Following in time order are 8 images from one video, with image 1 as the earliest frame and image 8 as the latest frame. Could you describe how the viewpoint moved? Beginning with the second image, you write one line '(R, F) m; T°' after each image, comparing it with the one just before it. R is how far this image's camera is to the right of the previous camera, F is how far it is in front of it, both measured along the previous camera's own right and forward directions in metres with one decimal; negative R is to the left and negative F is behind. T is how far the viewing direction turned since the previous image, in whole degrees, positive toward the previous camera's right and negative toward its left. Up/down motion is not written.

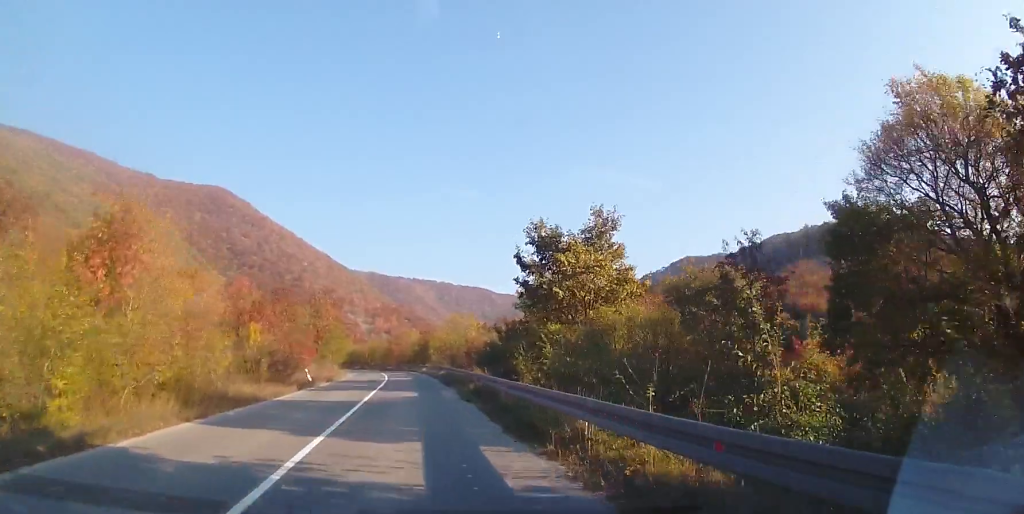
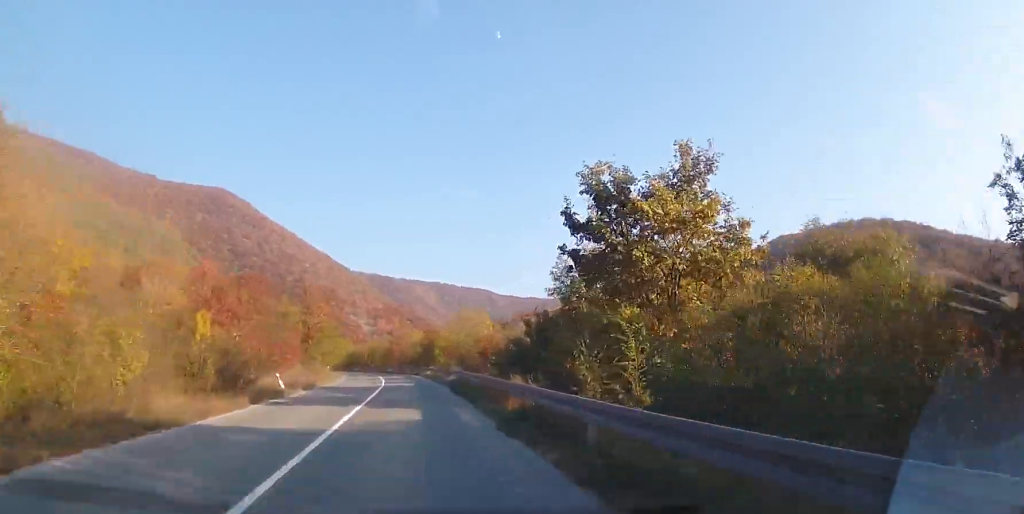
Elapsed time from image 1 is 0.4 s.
(-0.1, +8.1) m; -1°
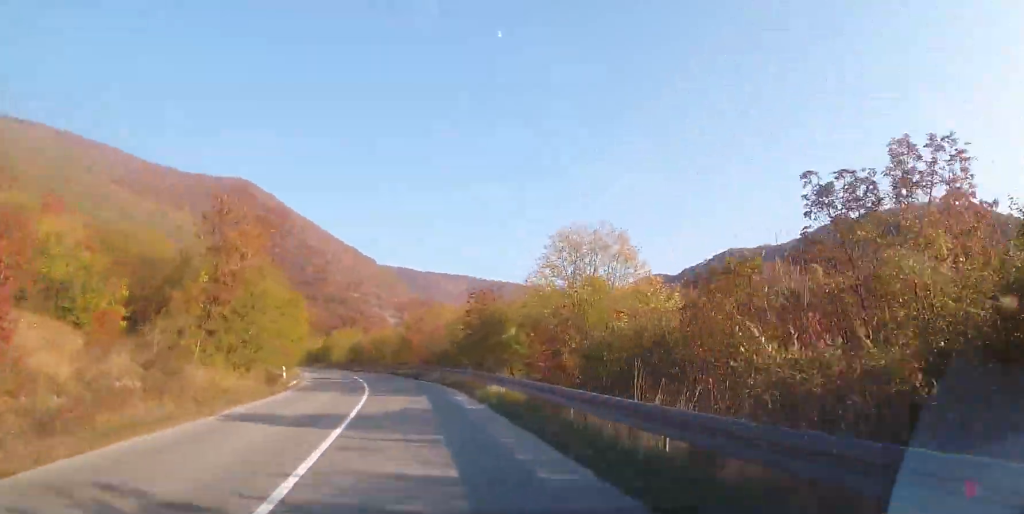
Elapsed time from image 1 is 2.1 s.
(-1.1, +34.1) m; -4°
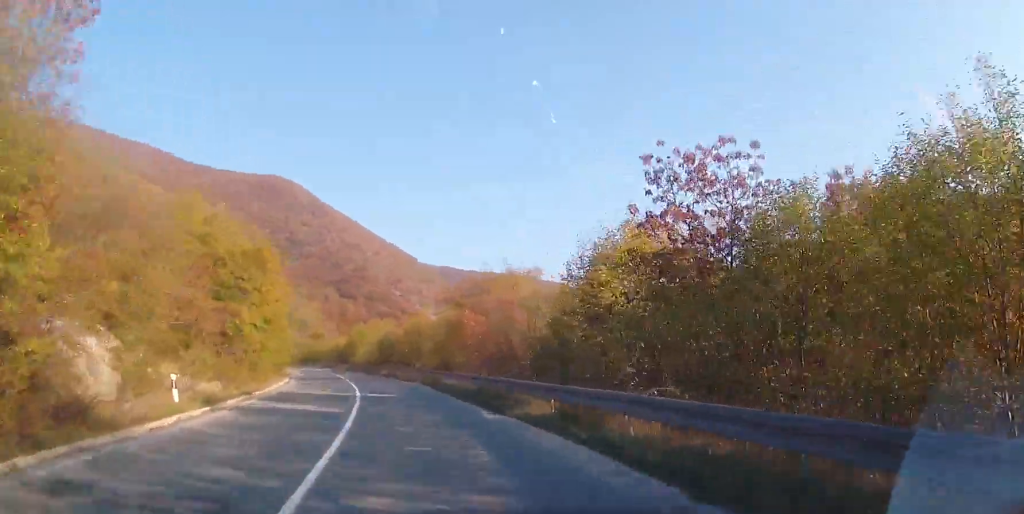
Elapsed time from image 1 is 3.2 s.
(-0.5, +21.6) m; -3°
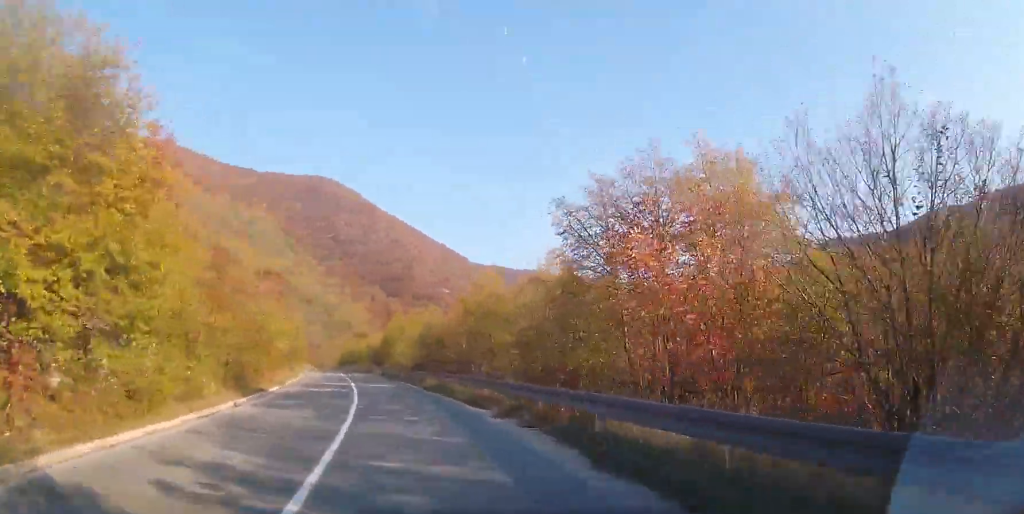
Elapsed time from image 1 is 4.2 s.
(-0.6, +18.9) m; -4°
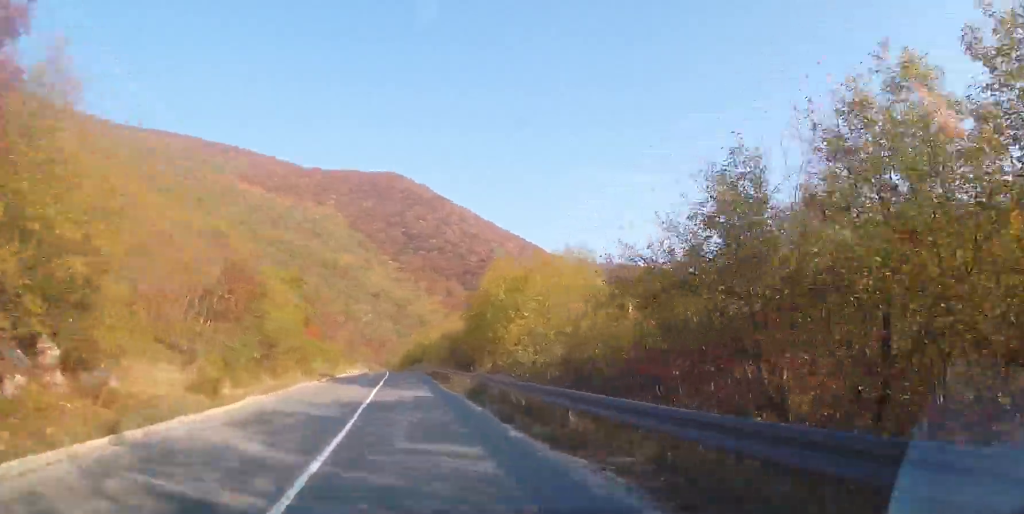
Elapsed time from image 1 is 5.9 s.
(-2.3, +34.5) m; -8°
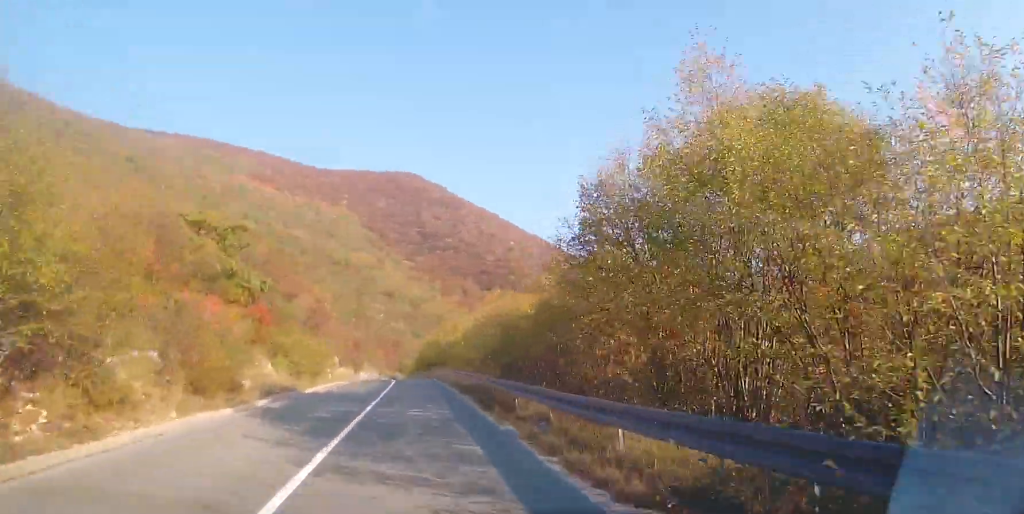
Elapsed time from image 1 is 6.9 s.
(-0.8, +18.5) m; -2°
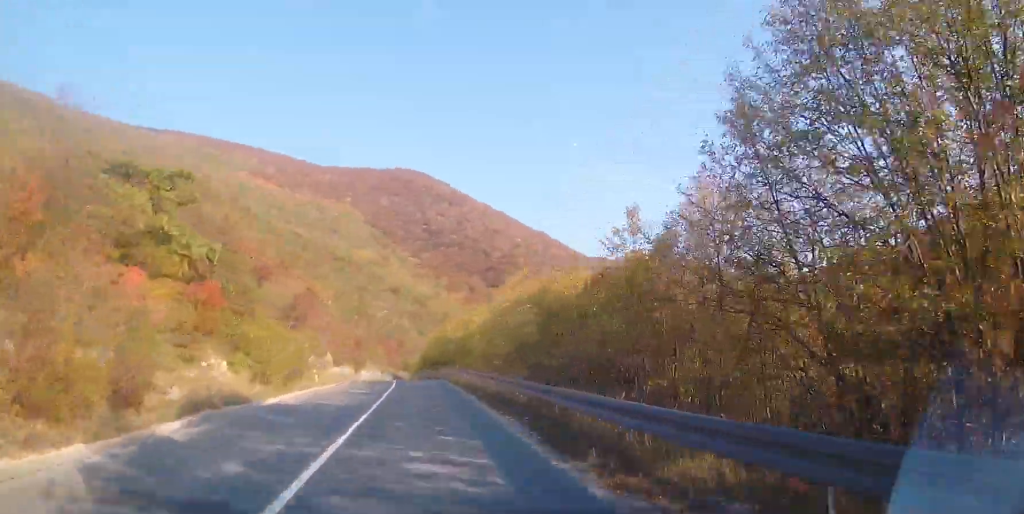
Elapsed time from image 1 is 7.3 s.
(0.0, +8.0) m; 0°
